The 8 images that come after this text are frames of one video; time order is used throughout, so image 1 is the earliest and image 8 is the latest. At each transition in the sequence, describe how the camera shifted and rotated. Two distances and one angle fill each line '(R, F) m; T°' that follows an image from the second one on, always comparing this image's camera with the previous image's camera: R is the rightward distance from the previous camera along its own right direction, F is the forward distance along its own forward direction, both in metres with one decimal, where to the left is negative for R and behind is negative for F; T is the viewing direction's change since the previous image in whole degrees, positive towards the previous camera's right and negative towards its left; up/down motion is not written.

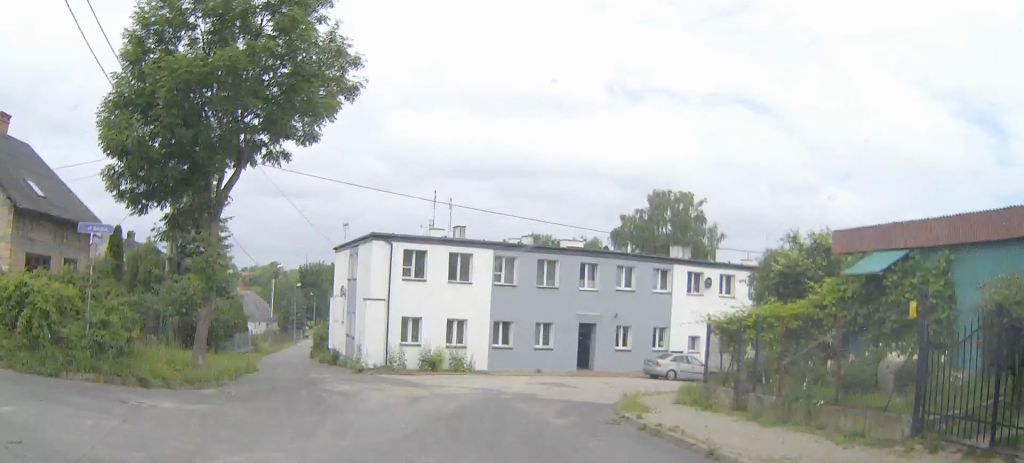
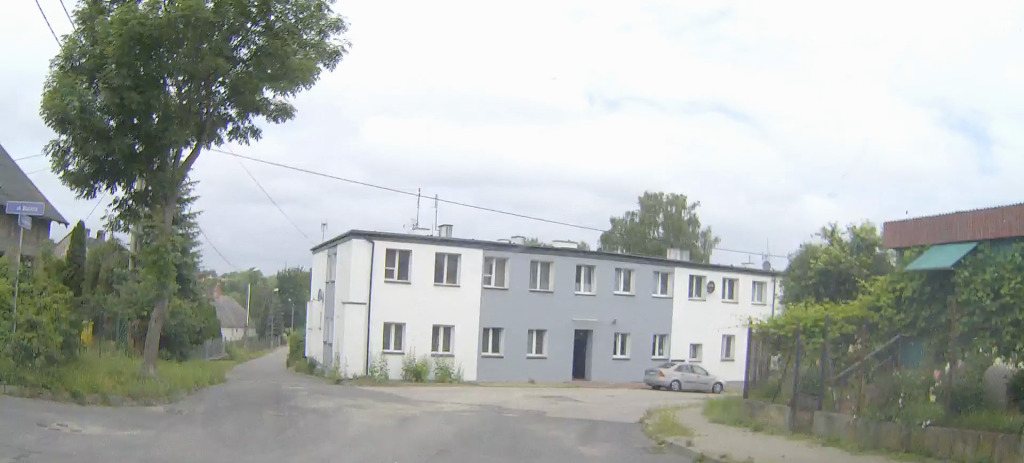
(-0.2, +3.5) m; -2°
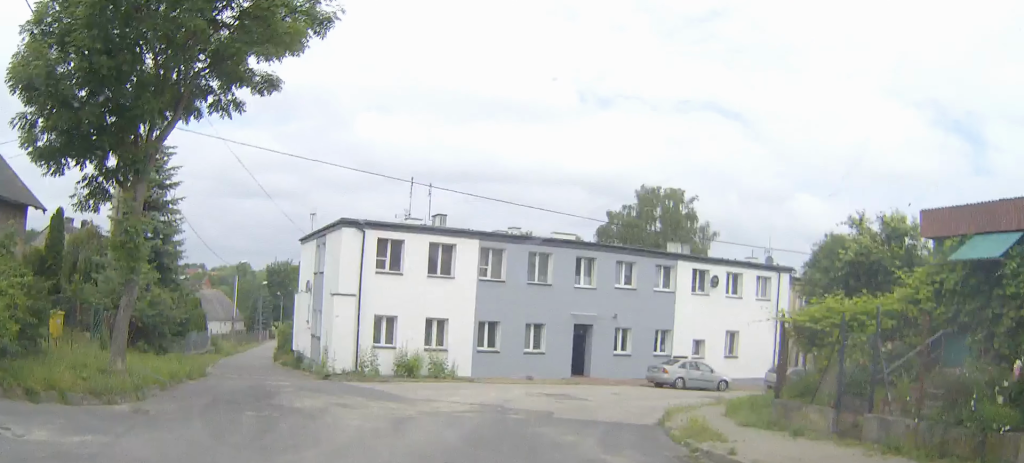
(0.0, +1.8) m; +1°
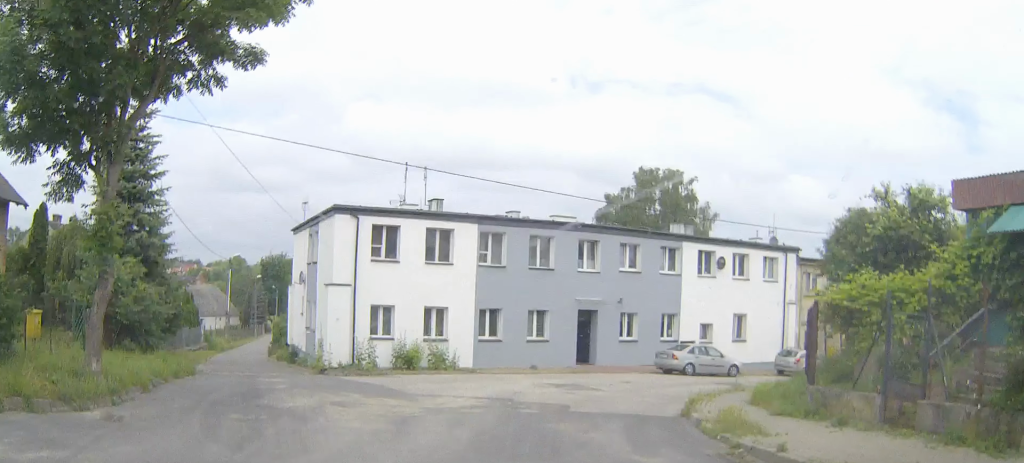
(0.0, +1.4) m; +1°
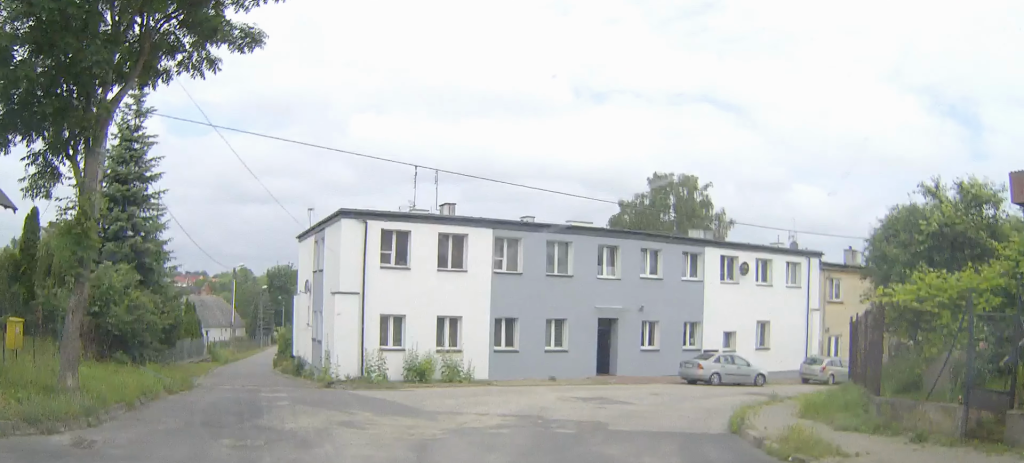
(0.0, +2.0) m; 0°
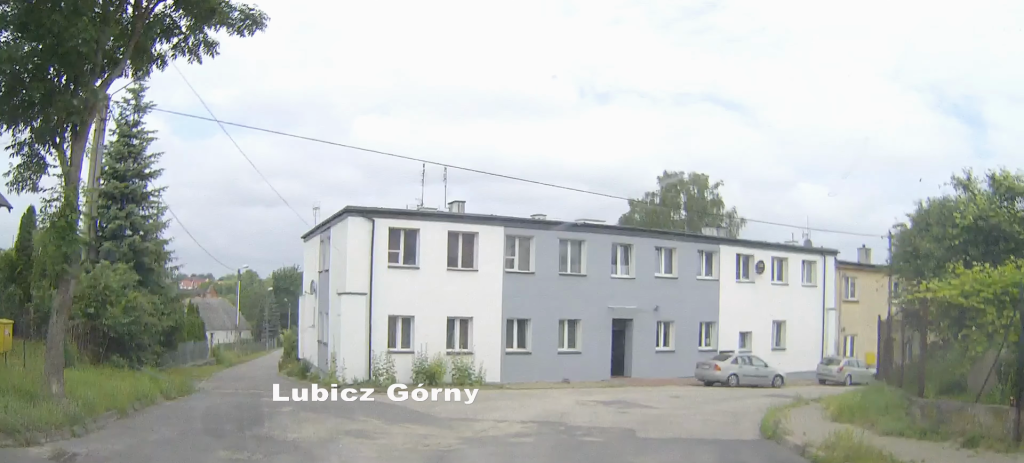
(0.0, +0.9) m; -2°
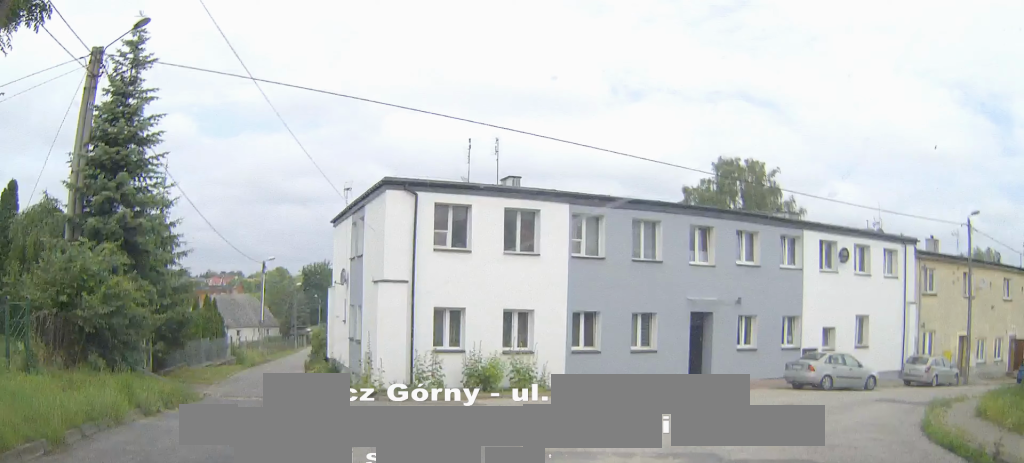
(-0.4, +4.3) m; -11°
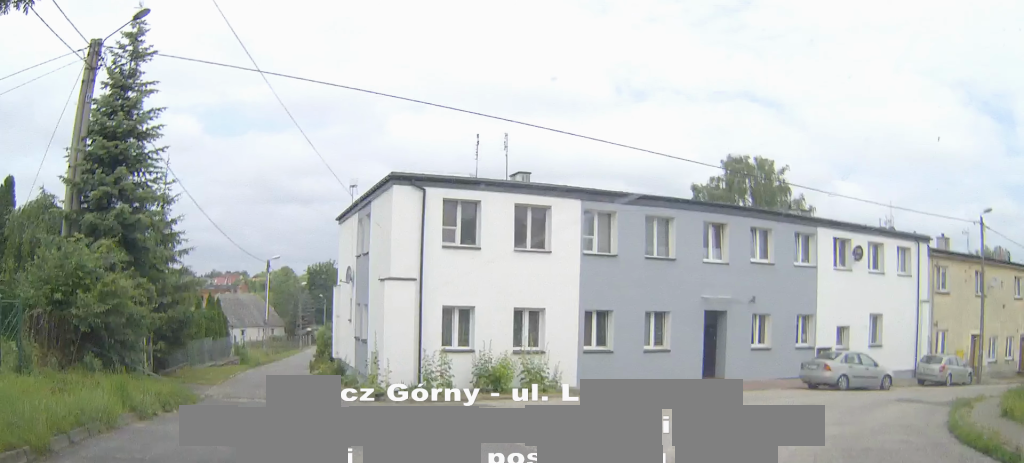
(0.0, +0.7) m; -1°
